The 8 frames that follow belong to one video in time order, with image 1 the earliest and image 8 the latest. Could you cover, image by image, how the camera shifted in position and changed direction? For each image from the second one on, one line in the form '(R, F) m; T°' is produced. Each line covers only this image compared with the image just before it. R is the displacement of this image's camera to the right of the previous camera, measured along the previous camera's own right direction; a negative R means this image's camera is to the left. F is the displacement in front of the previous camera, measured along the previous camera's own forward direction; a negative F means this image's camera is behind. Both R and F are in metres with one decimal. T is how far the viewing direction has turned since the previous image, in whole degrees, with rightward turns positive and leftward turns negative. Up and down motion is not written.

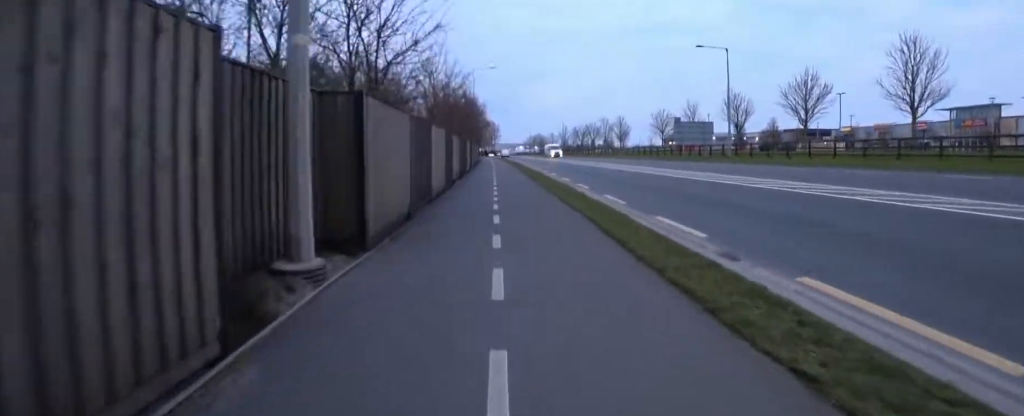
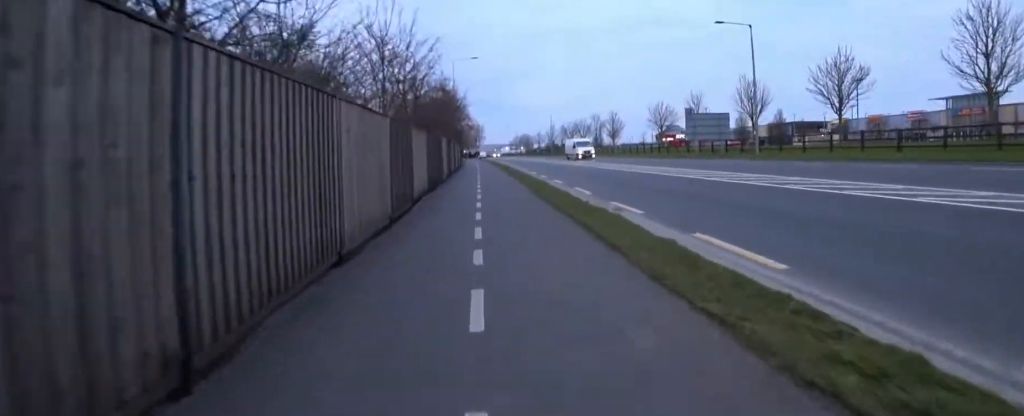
(0.0, +6.6) m; 0°
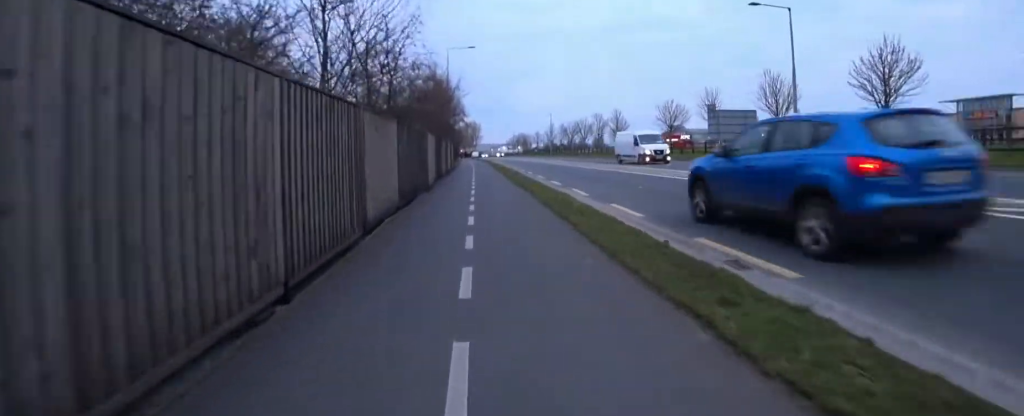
(0.0, +4.8) m; 0°
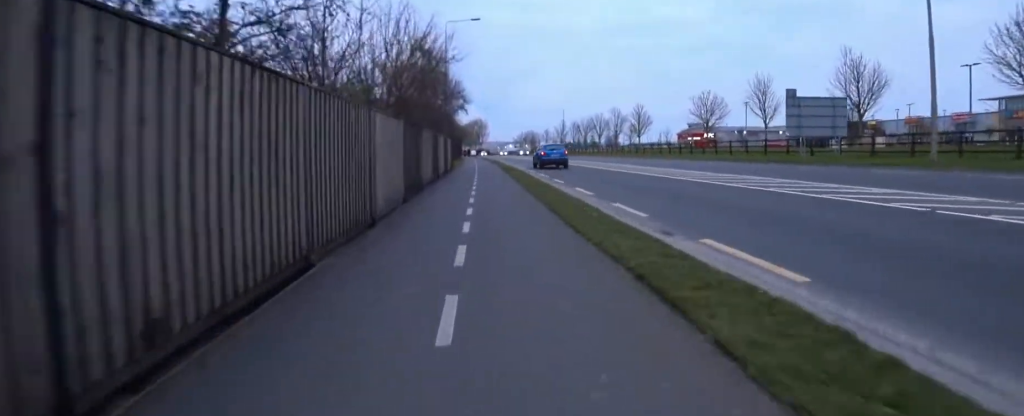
(0.0, +9.6) m; 0°
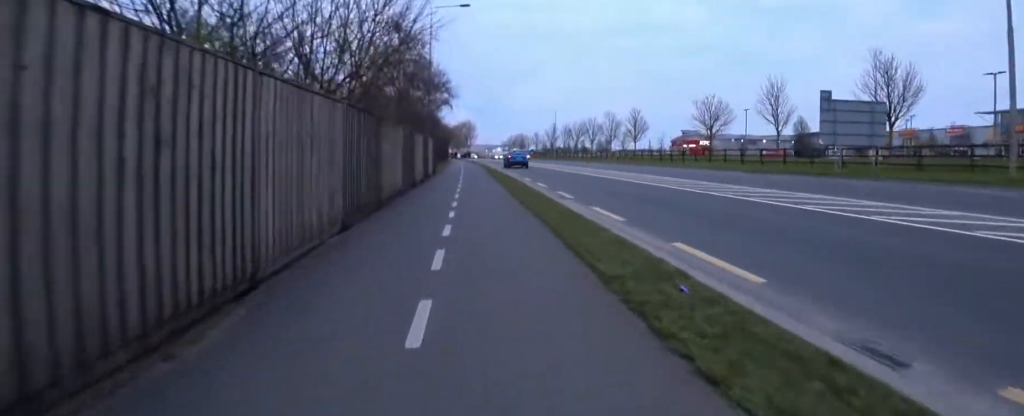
(0.0, +4.0) m; 0°
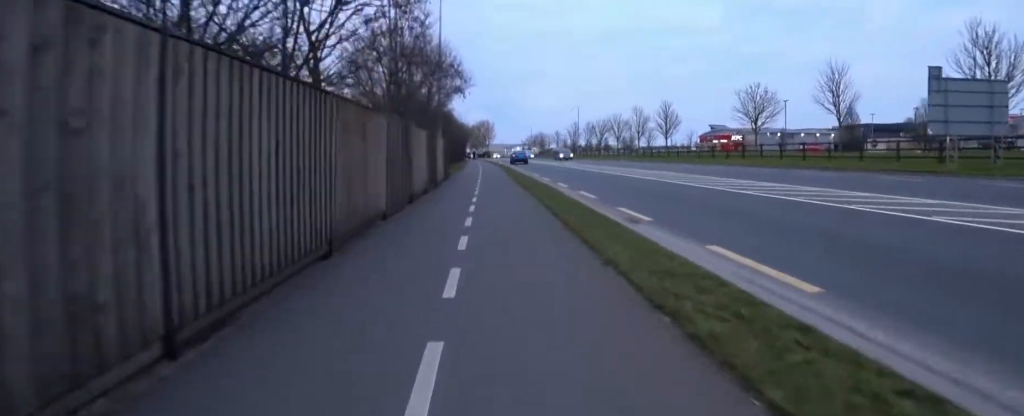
(0.0, +3.5) m; 0°
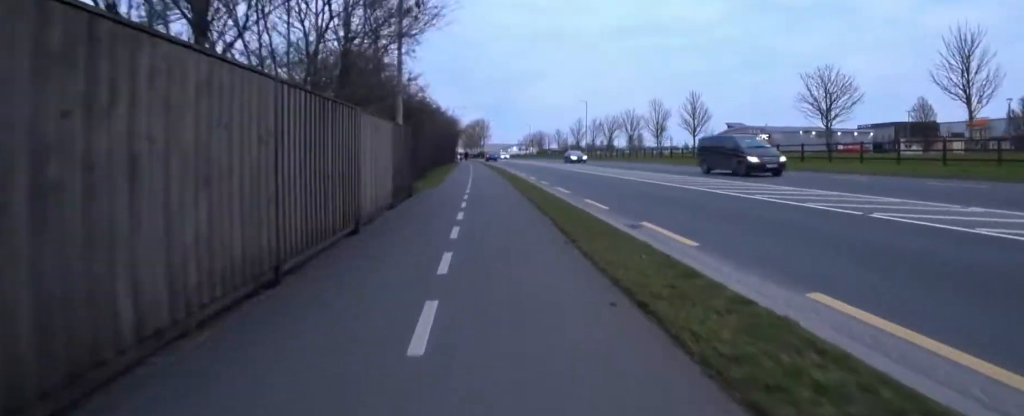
(0.0, +7.2) m; 0°
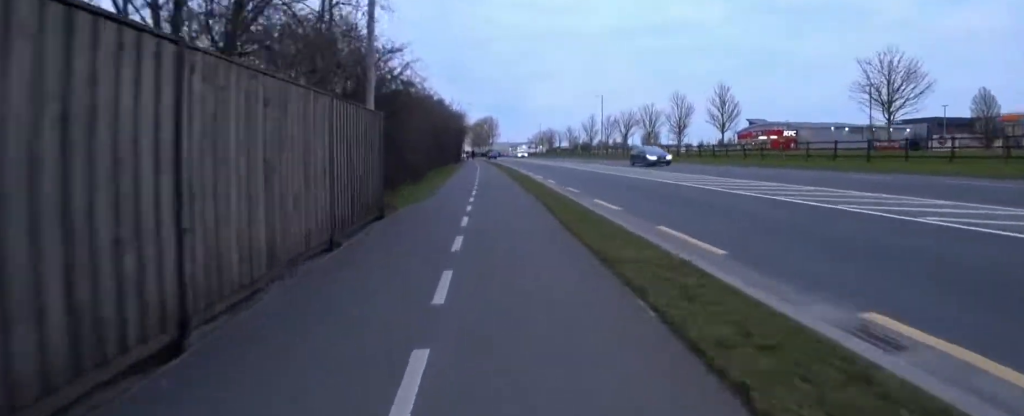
(0.0, +3.9) m; 0°
